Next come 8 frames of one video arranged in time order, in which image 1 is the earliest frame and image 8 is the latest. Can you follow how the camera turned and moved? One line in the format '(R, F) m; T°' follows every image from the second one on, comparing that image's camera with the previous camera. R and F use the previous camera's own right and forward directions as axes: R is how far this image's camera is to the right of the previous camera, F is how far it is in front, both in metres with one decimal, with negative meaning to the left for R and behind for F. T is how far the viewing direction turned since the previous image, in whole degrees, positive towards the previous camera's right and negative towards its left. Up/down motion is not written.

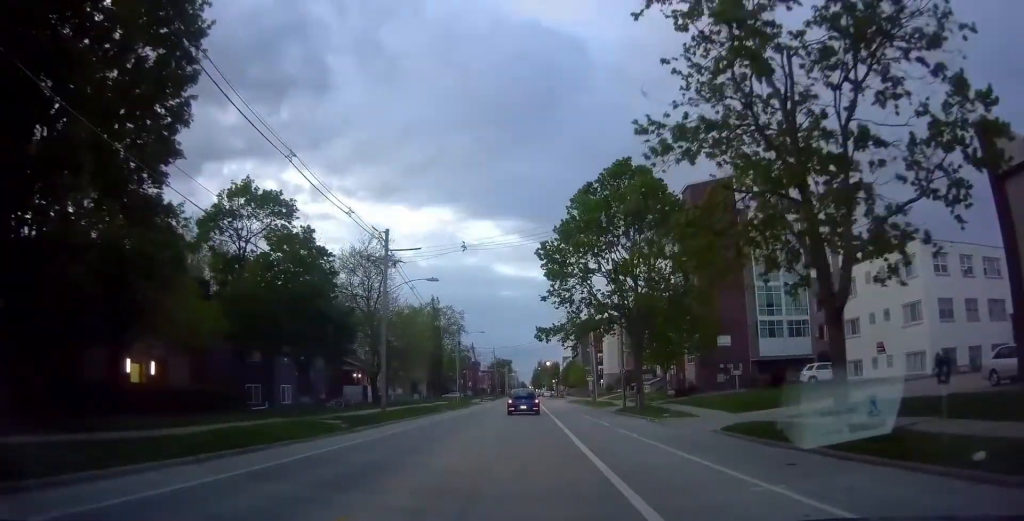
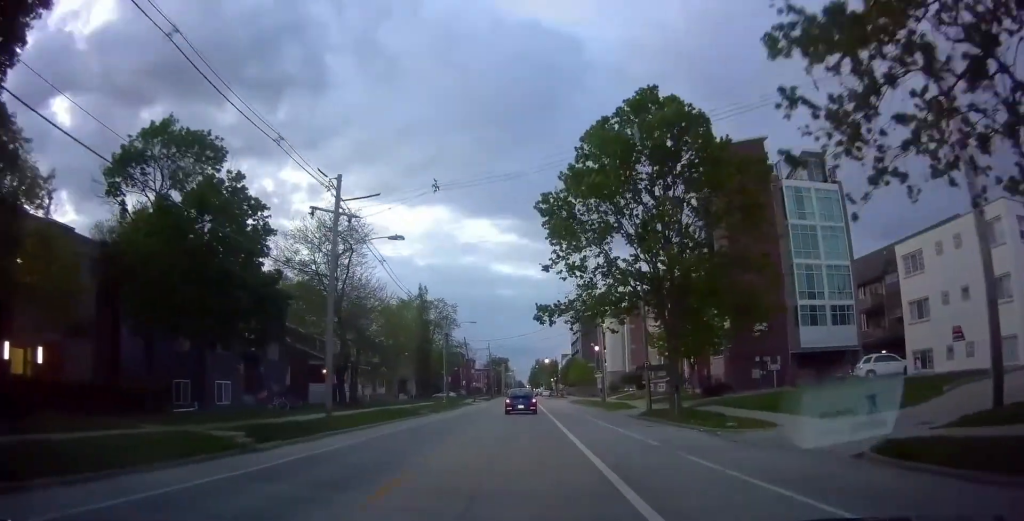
(0.0, +8.5) m; 0°
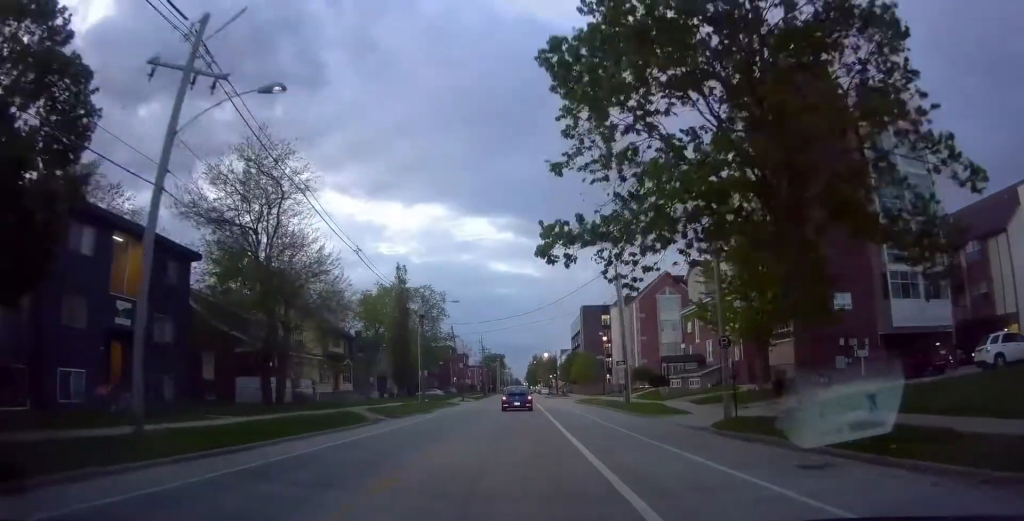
(0.0, +13.0) m; 0°
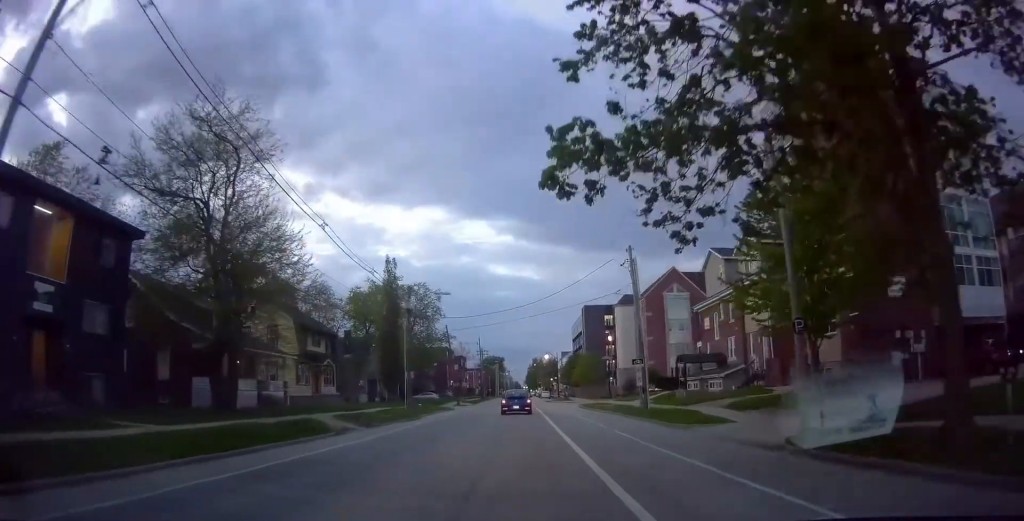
(0.0, +5.2) m; 0°
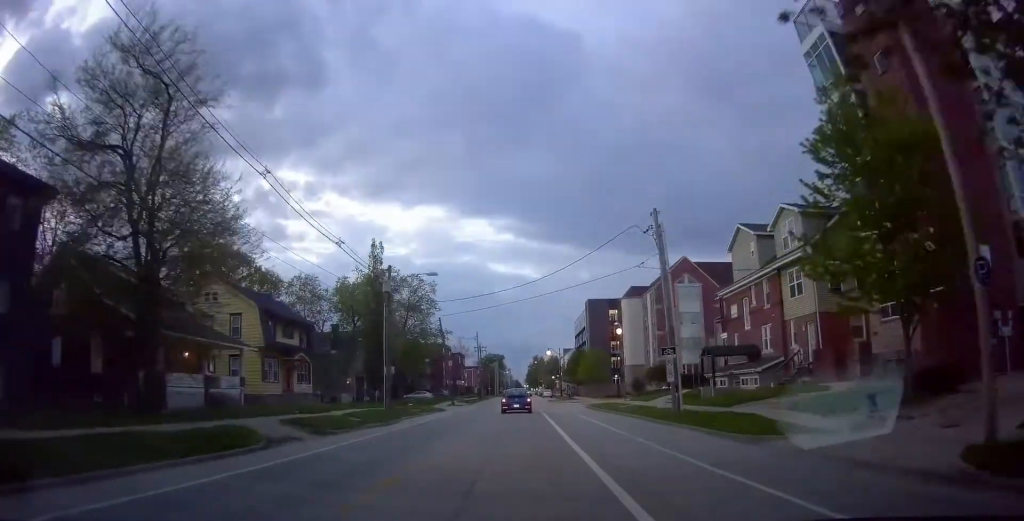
(0.0, +6.8) m; 0°
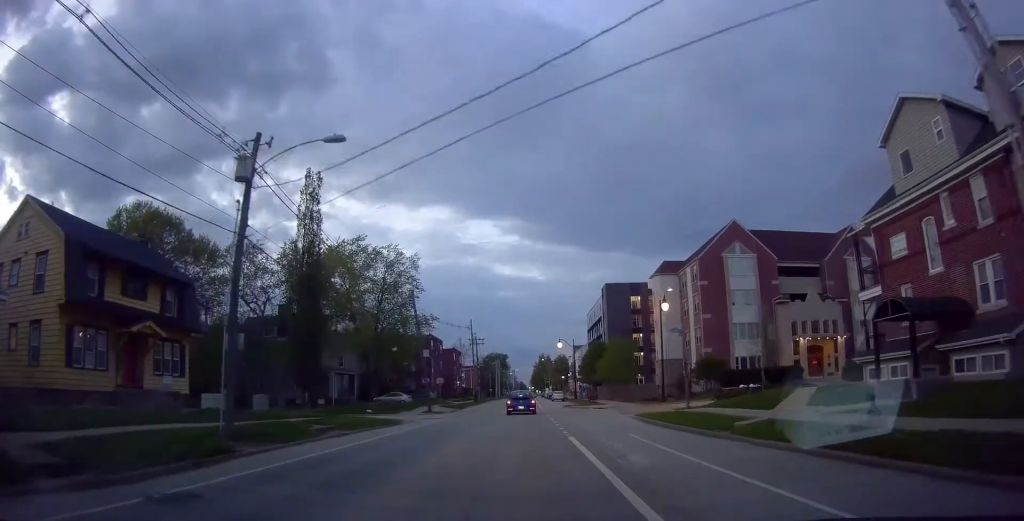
(0.0, +20.7) m; 0°
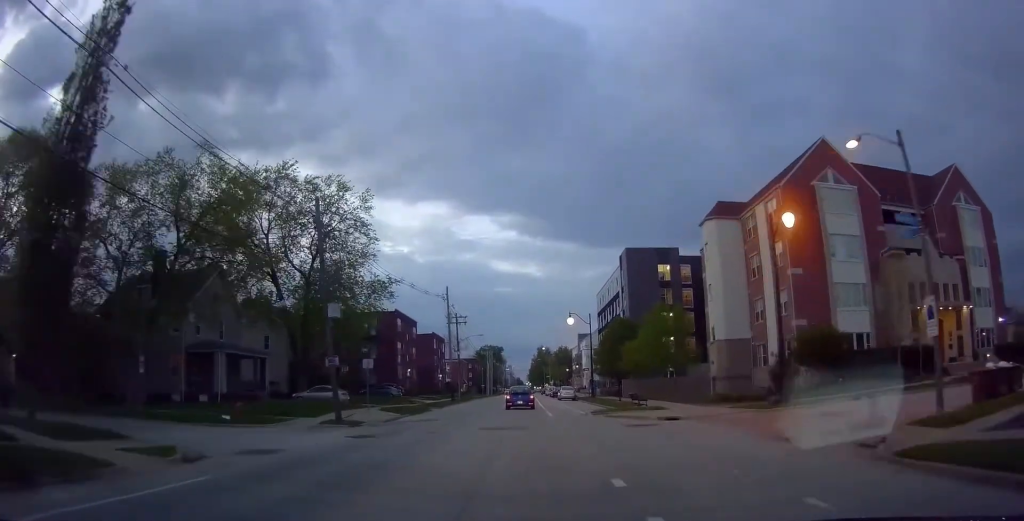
(0.0, +24.4) m; -3°
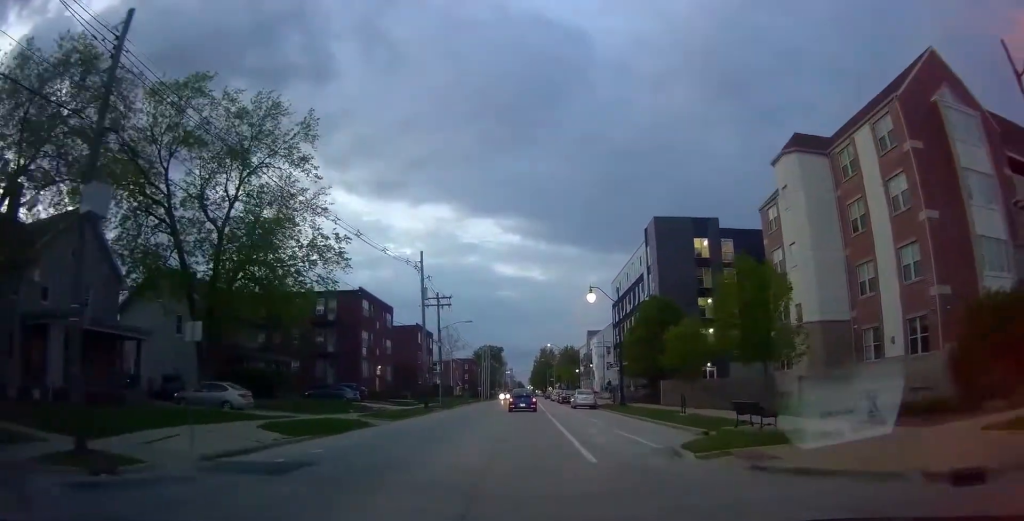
(-0.8, +17.6) m; -1°
